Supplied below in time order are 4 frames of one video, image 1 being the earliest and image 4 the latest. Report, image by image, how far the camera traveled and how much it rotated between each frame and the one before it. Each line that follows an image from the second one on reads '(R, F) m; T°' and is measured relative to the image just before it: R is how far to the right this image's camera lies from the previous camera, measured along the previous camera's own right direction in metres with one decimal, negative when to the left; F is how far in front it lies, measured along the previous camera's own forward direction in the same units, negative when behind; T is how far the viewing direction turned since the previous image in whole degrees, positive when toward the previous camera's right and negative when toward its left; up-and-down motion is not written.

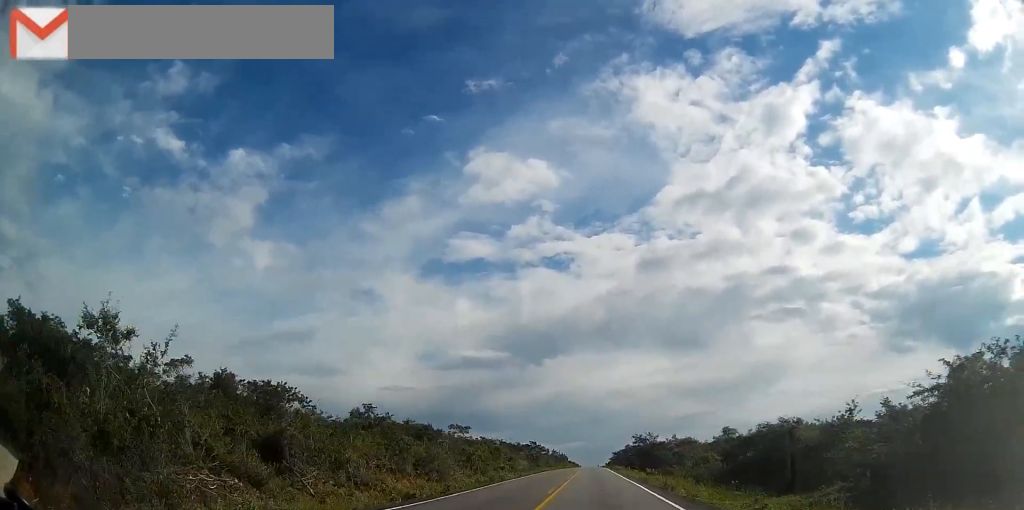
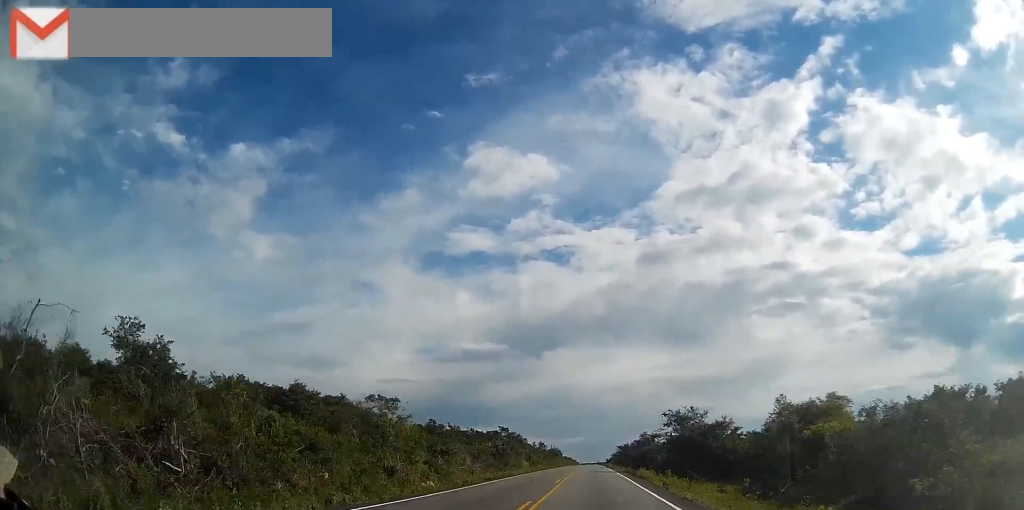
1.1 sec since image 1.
(0.0, +41.5) m; 0°
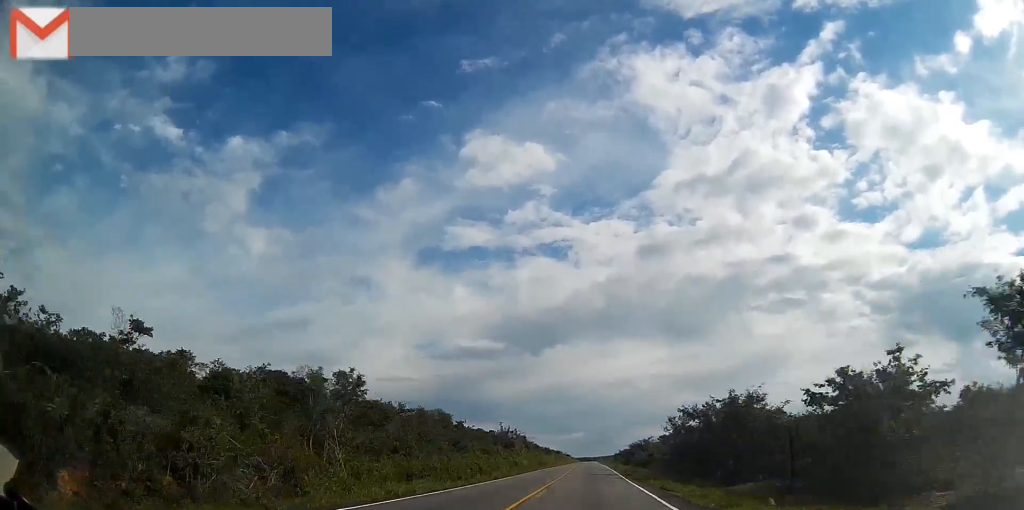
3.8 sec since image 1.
(+1.1, +104.9) m; 0°
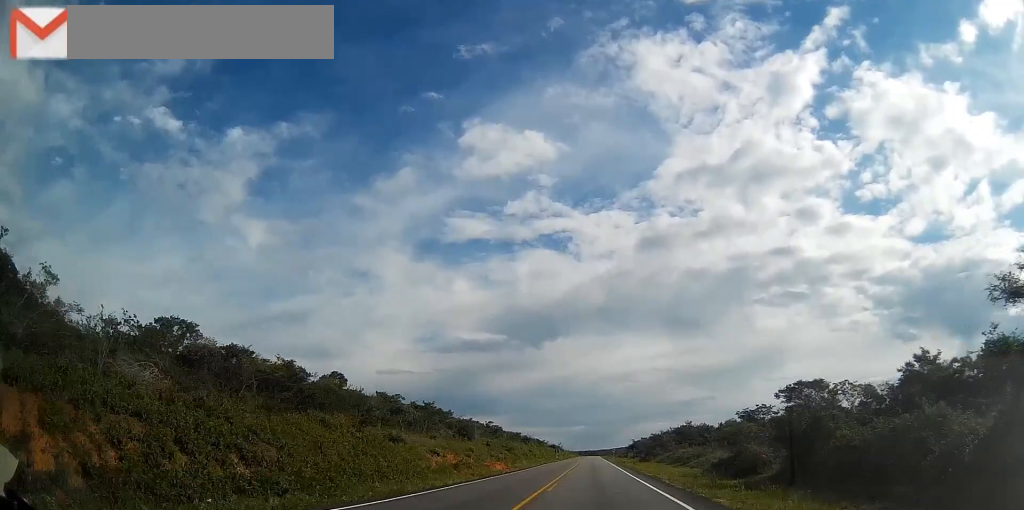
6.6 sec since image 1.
(-0.6, +111.0) m; -1°
